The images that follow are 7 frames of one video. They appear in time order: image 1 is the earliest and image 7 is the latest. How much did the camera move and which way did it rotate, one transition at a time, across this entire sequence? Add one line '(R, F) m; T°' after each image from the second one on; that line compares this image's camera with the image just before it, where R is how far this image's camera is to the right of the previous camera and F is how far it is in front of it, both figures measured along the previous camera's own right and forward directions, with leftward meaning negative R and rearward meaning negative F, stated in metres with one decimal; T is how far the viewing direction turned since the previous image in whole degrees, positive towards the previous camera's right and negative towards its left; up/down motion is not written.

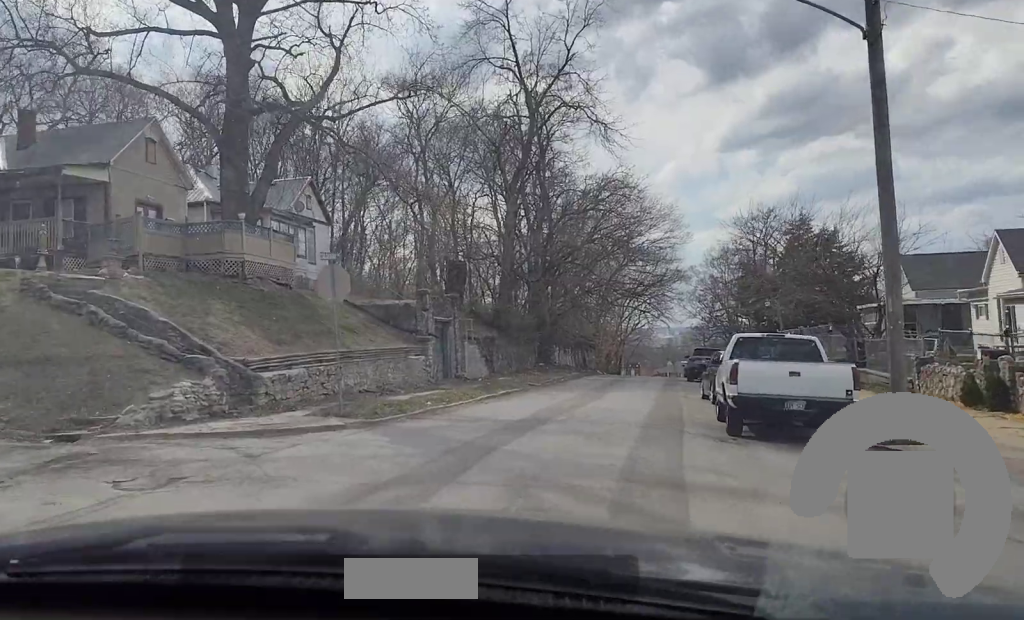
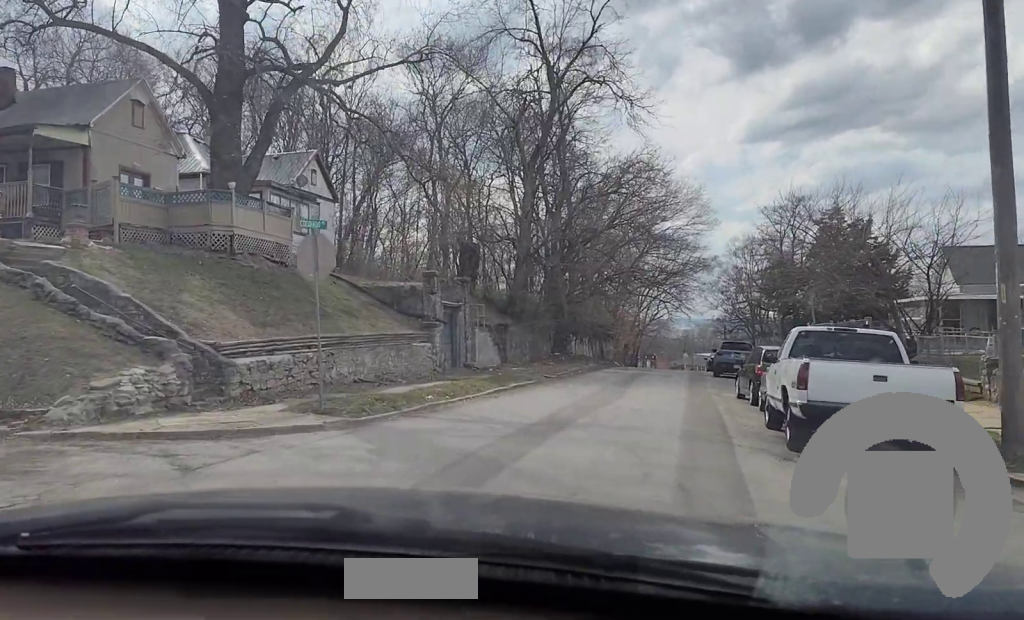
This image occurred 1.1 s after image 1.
(0.0, +3.2) m; +1°
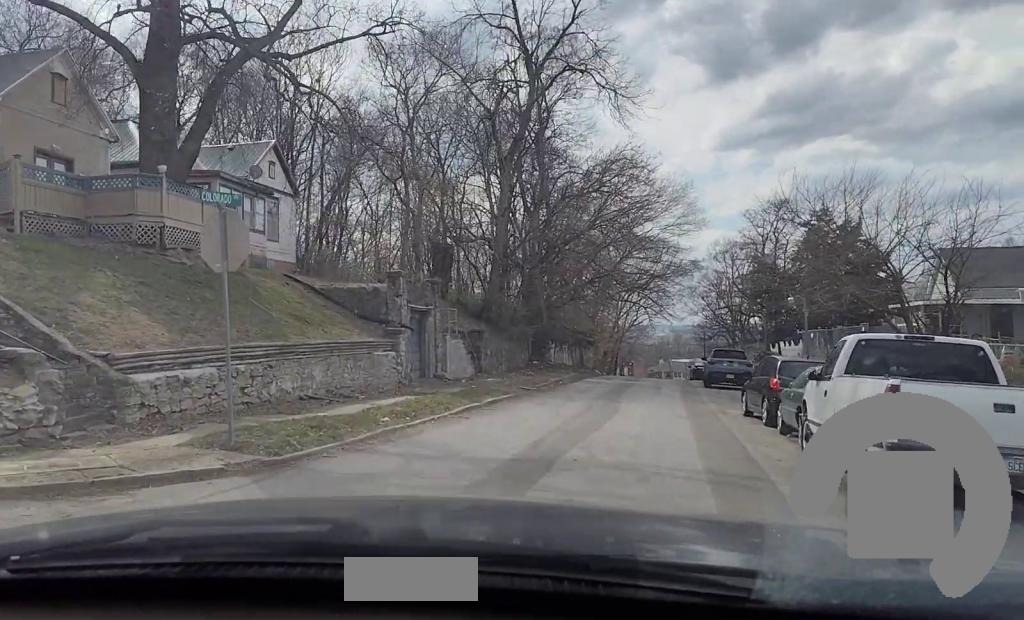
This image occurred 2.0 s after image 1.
(0.0, +3.4) m; +4°
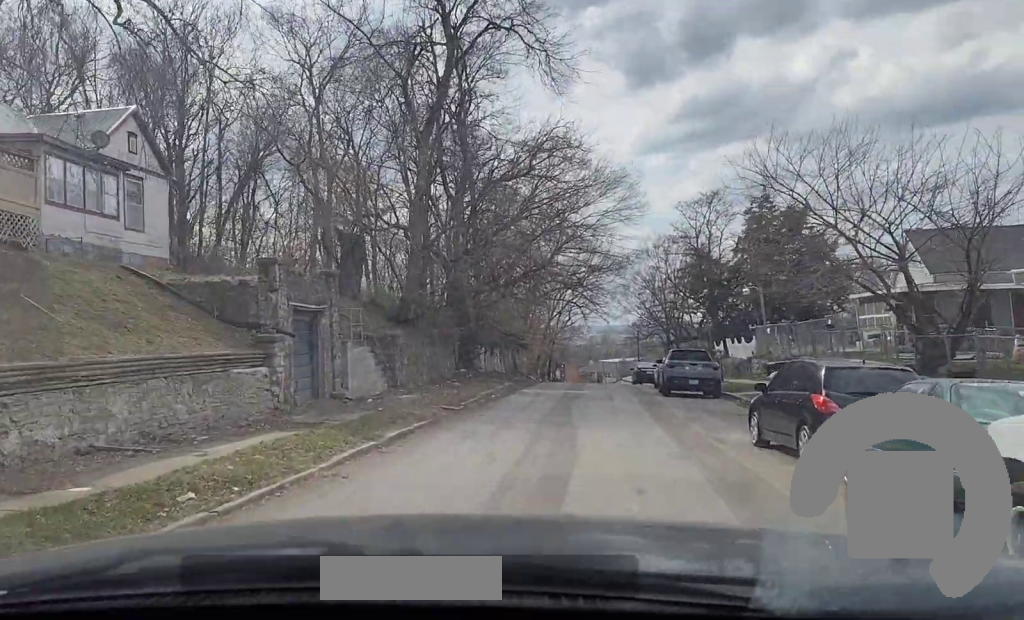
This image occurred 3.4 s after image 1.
(+0.4, +6.9) m; +4°
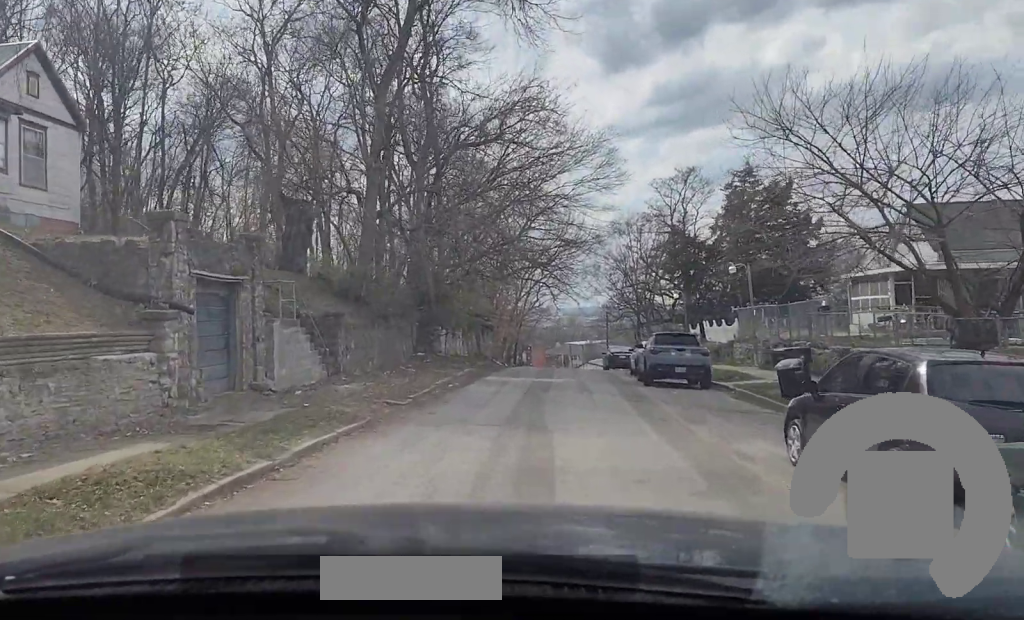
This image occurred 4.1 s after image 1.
(0.0, +4.2) m; +1°
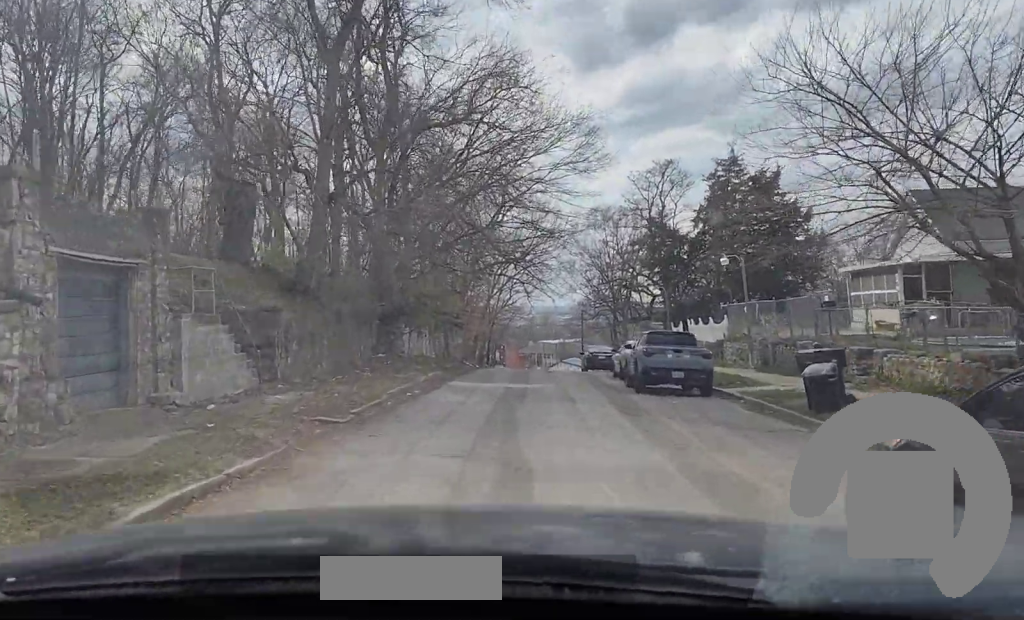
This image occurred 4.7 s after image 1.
(0.0, +3.9) m; +3°
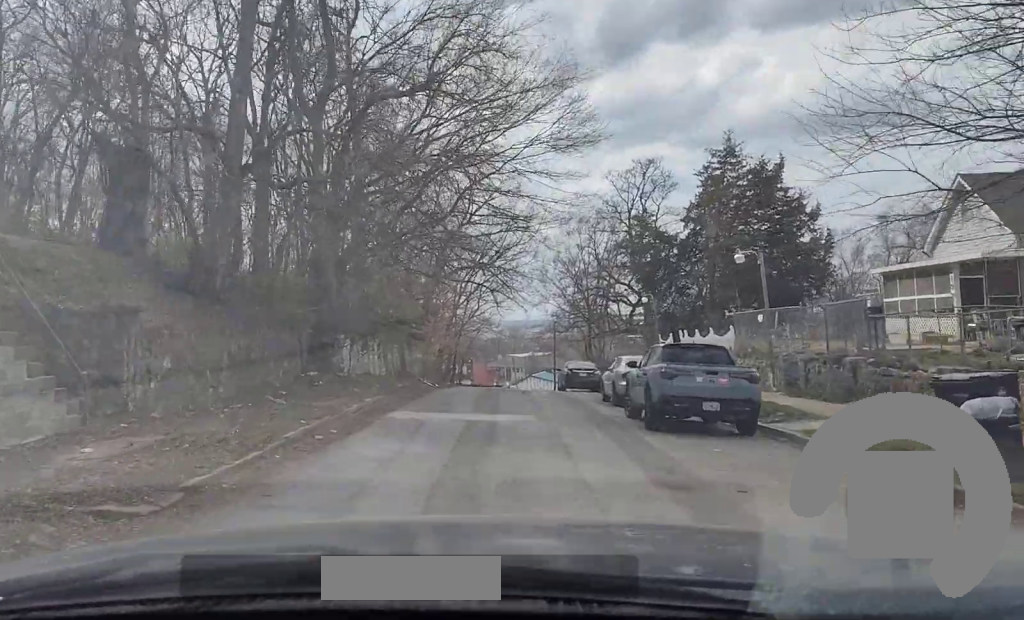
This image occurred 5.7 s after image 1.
(+0.4, +6.9) m; +5°
